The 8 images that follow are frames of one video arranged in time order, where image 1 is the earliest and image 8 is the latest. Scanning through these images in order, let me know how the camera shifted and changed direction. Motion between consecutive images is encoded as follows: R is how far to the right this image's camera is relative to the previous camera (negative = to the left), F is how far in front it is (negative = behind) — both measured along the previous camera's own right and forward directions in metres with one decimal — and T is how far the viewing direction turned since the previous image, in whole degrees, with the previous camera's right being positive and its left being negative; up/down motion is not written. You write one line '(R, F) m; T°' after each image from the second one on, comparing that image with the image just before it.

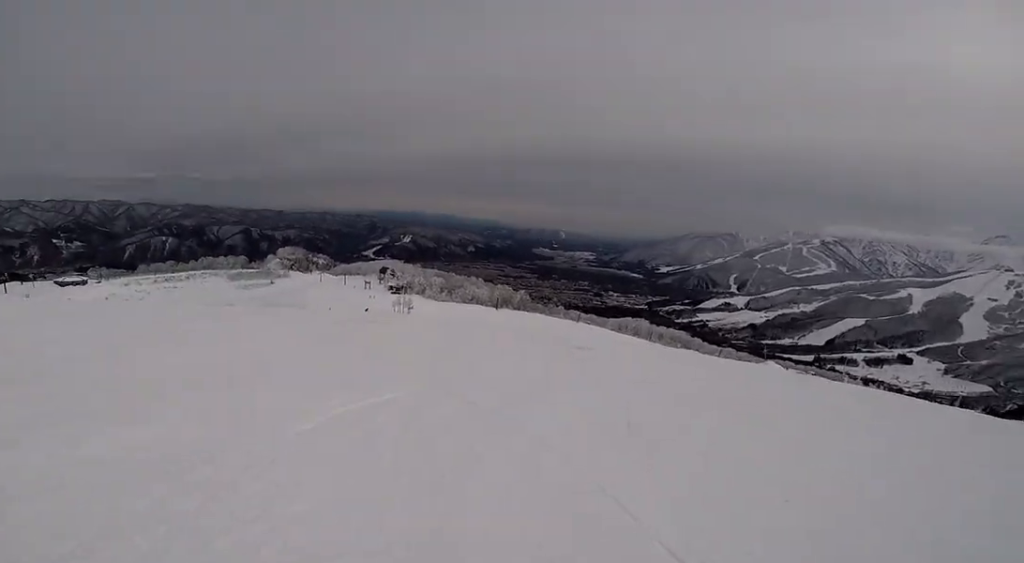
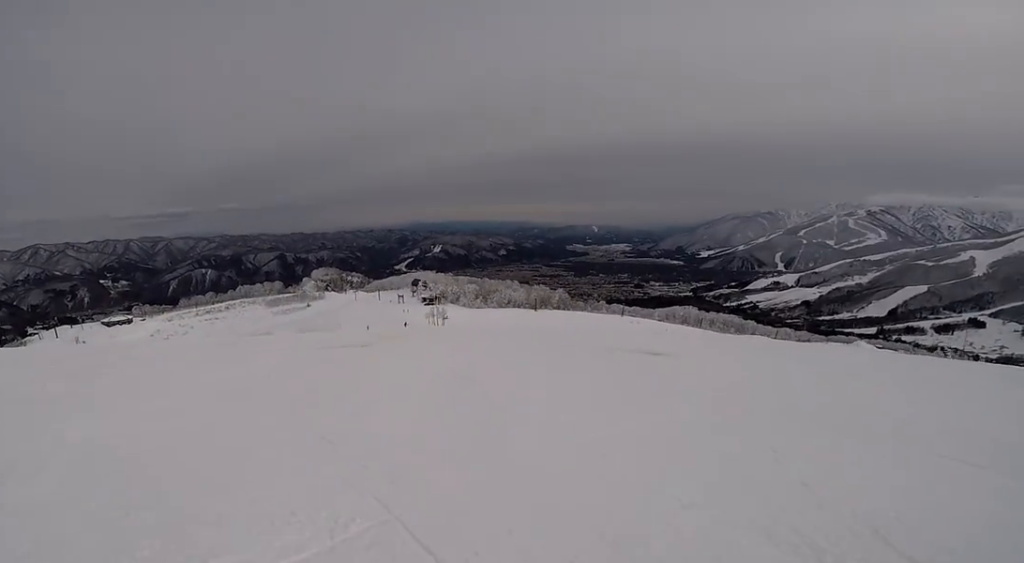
(-0.7, +5.1) m; -23°
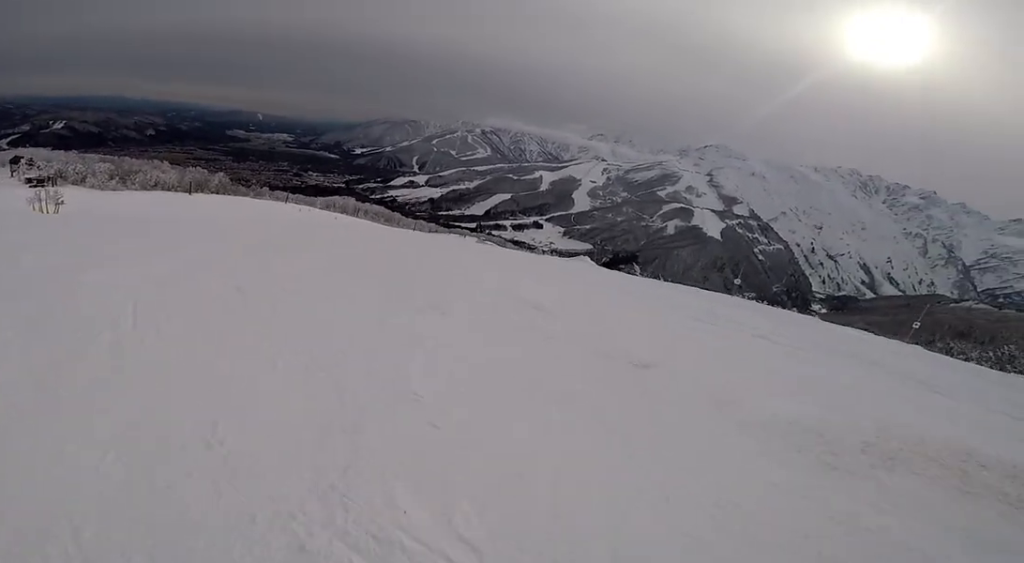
(+7.0, +13.2) m; +60°
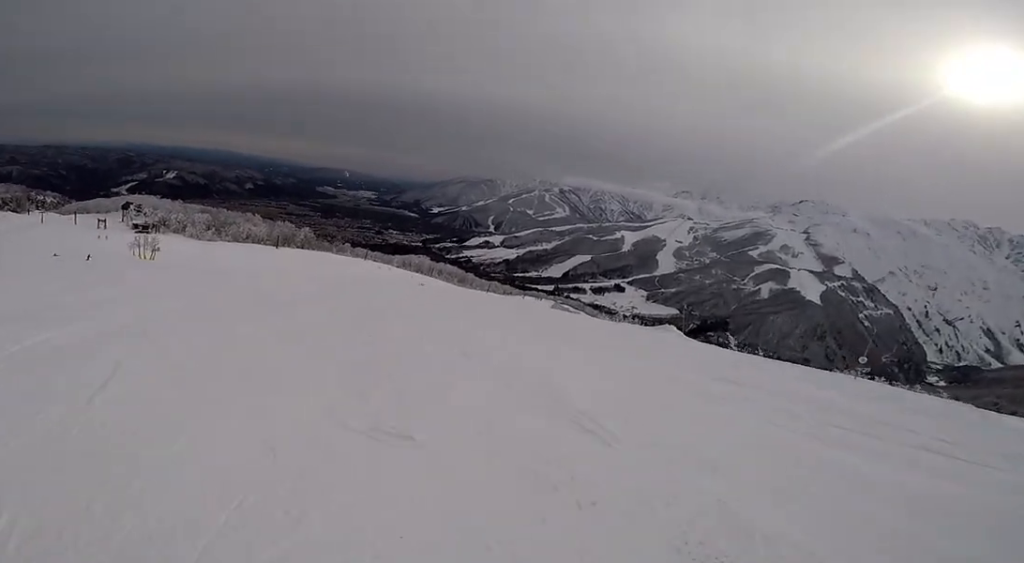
(-0.2, +3.5) m; -17°
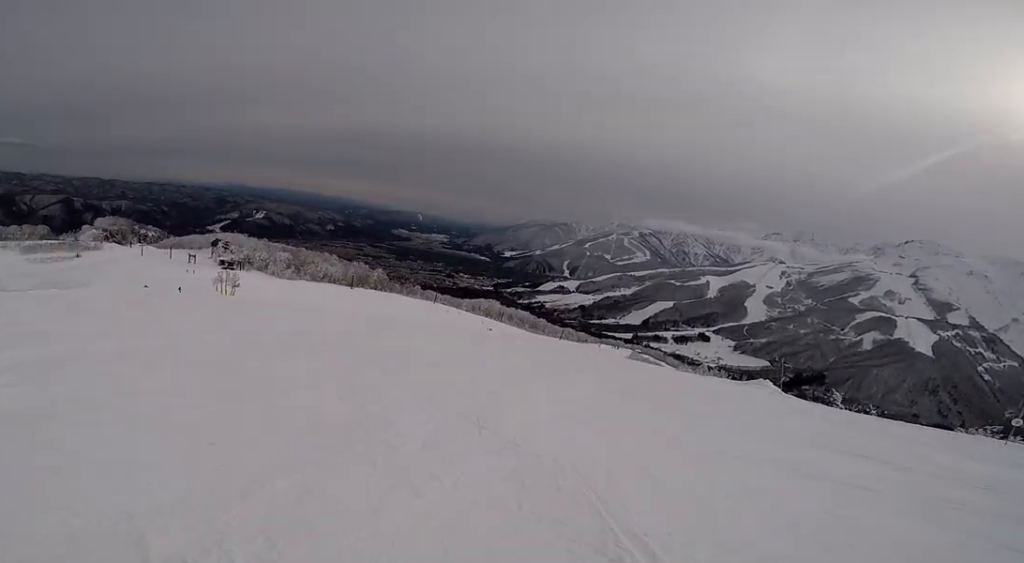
(-0.1, +2.3) m; -16°
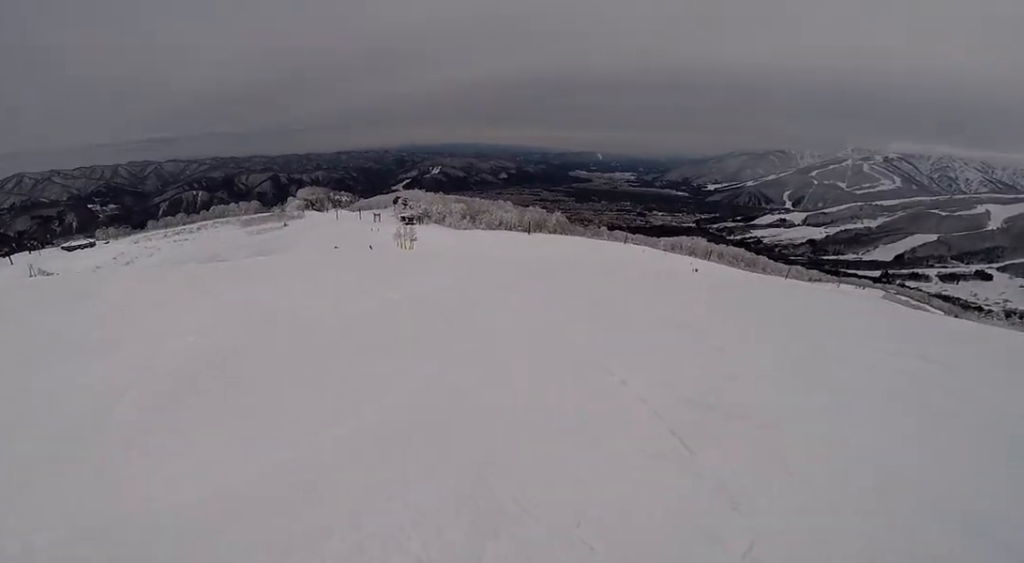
(-3.0, +5.1) m; -45°
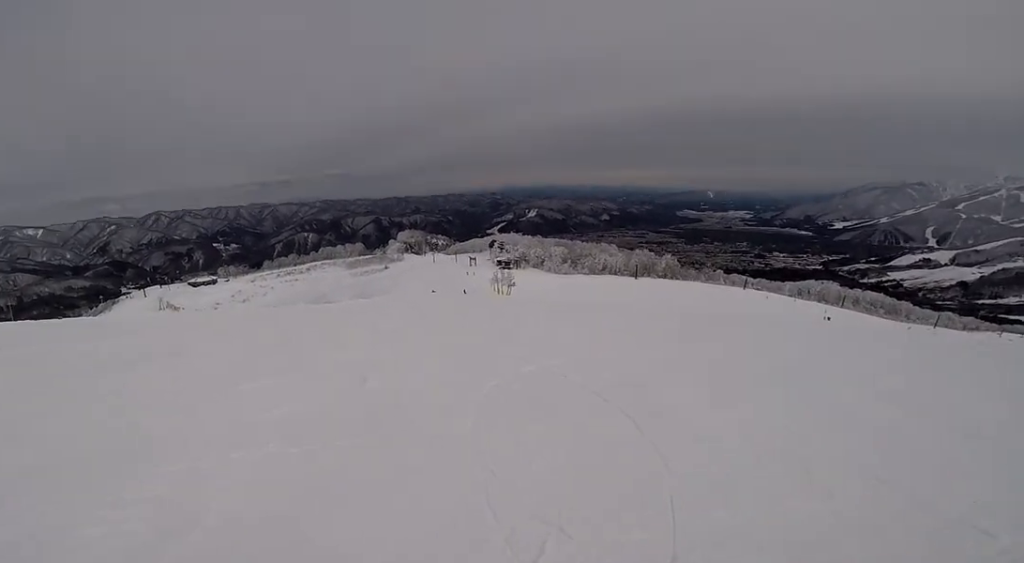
(-0.9, +2.0) m; -8°
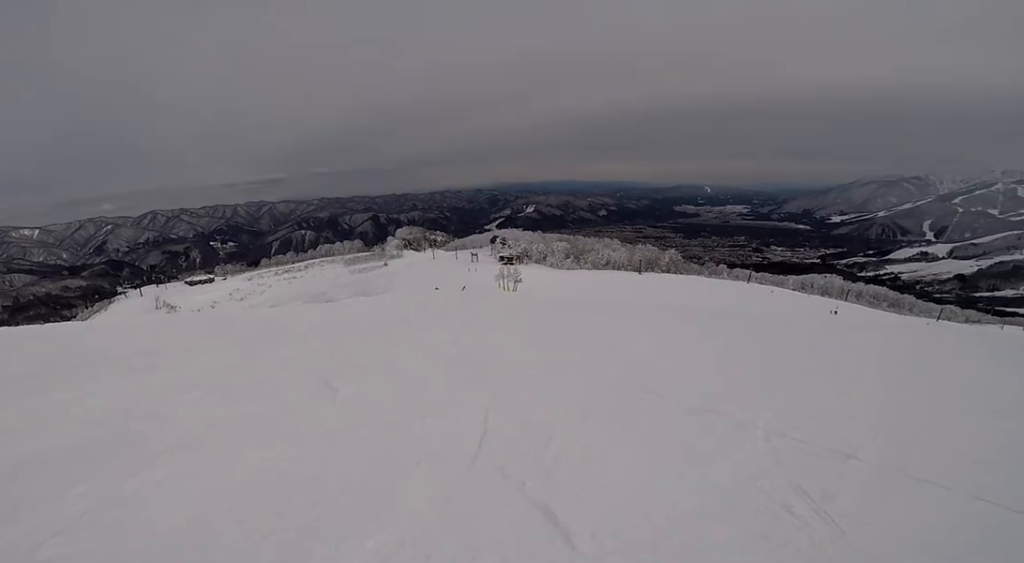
(+0.9, +3.8) m; +19°
